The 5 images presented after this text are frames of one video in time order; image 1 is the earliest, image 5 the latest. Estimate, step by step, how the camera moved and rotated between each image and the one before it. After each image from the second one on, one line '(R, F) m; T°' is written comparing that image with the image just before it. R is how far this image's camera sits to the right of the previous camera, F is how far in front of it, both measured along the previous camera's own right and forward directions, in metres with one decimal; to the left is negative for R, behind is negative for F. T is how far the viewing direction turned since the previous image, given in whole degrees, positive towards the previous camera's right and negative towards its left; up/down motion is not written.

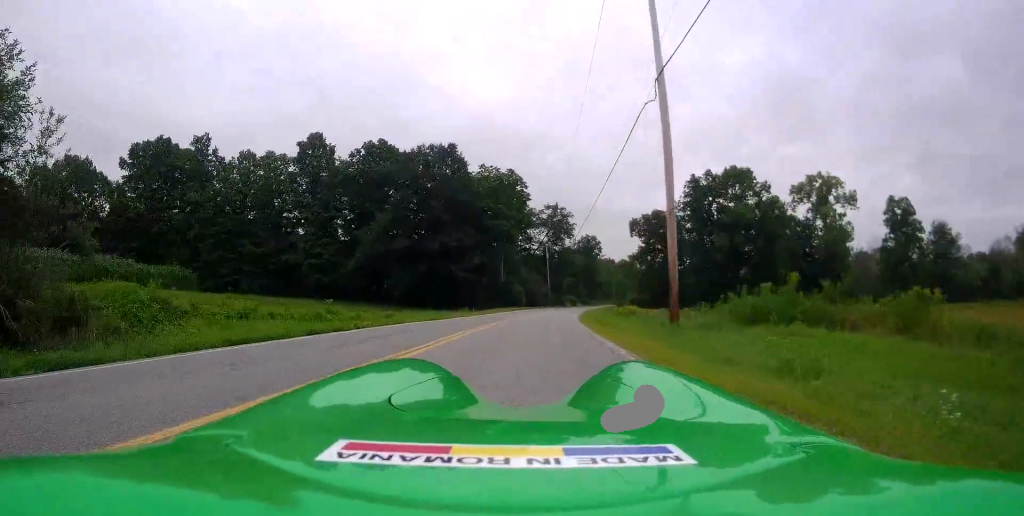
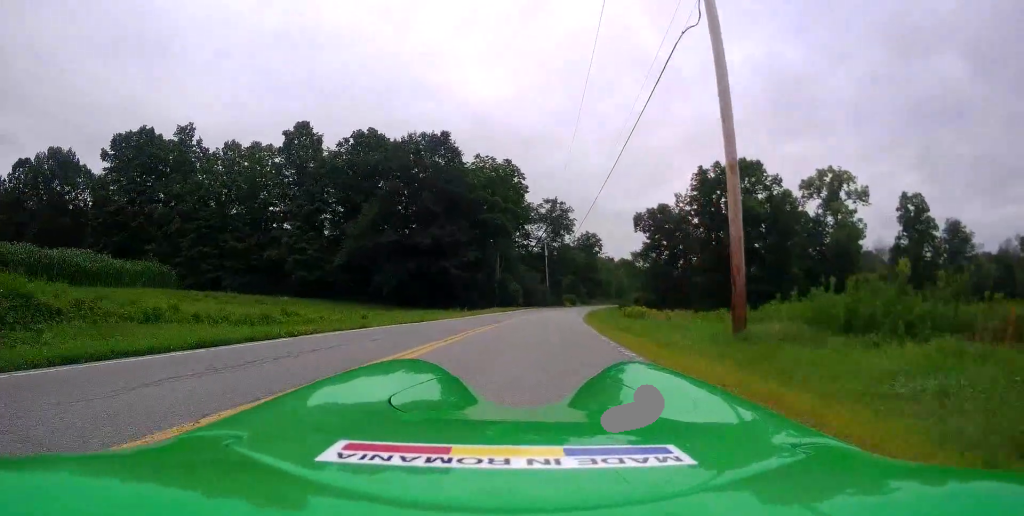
(+0.2, +5.2) m; +1°
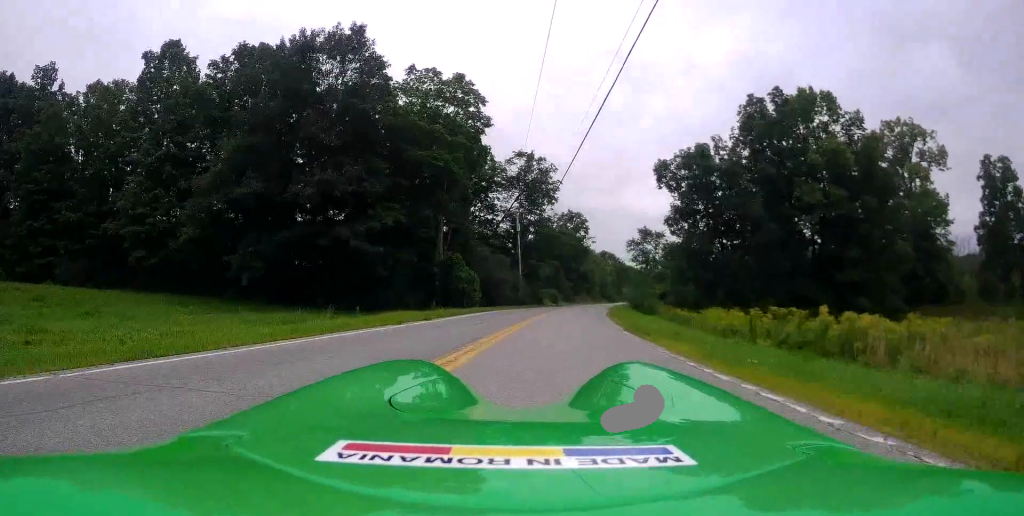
(+0.3, +29.8) m; +7°
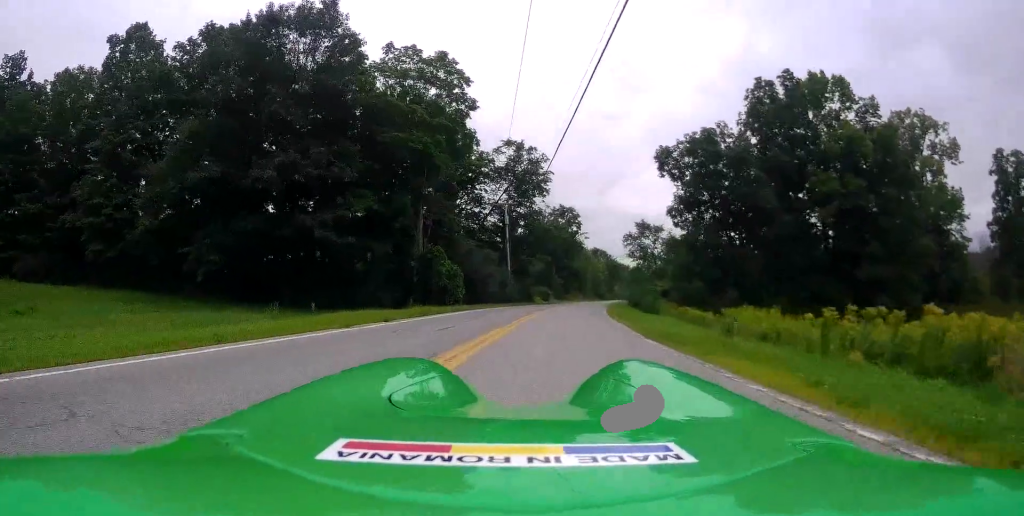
(+0.2, +4.8) m; +1°
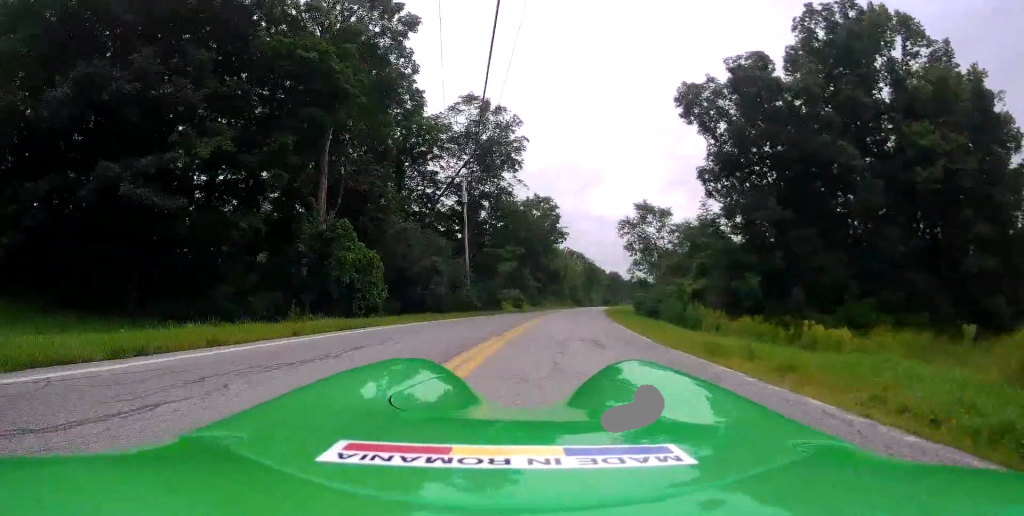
(+0.3, +15.7) m; +1°
